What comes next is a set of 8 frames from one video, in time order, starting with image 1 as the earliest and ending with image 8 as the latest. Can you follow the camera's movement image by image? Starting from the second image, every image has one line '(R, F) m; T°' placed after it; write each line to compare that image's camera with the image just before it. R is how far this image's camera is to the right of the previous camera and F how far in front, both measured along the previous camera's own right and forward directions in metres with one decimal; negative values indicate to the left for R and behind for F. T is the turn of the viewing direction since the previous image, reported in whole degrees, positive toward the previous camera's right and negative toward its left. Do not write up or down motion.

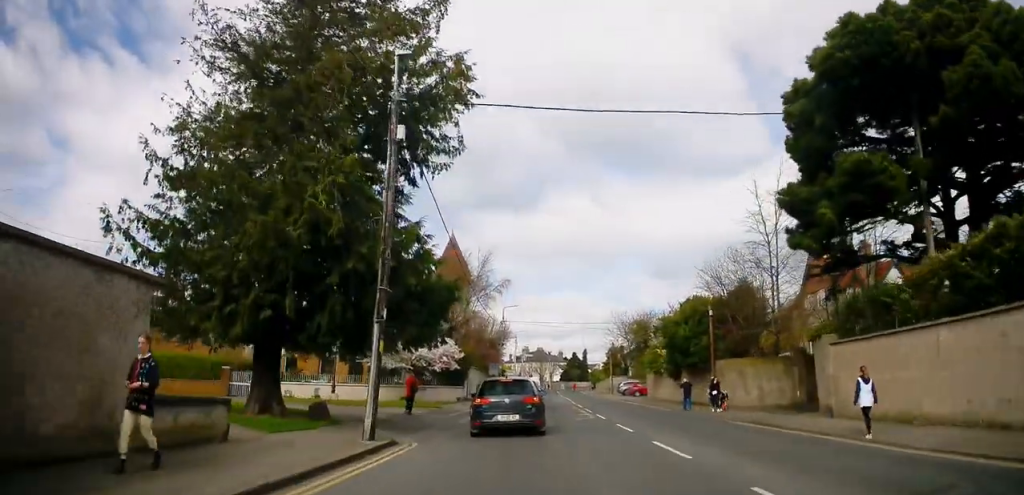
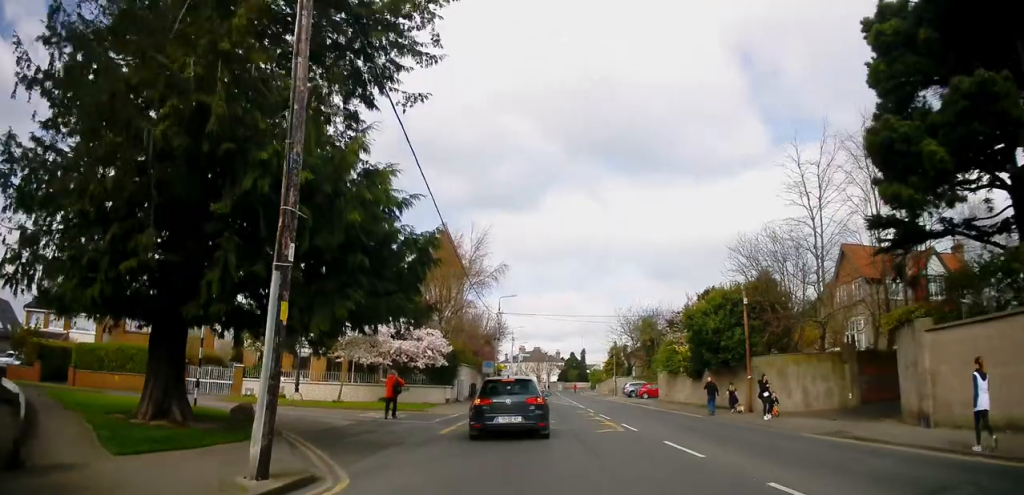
(-0.2, +6.2) m; -1°
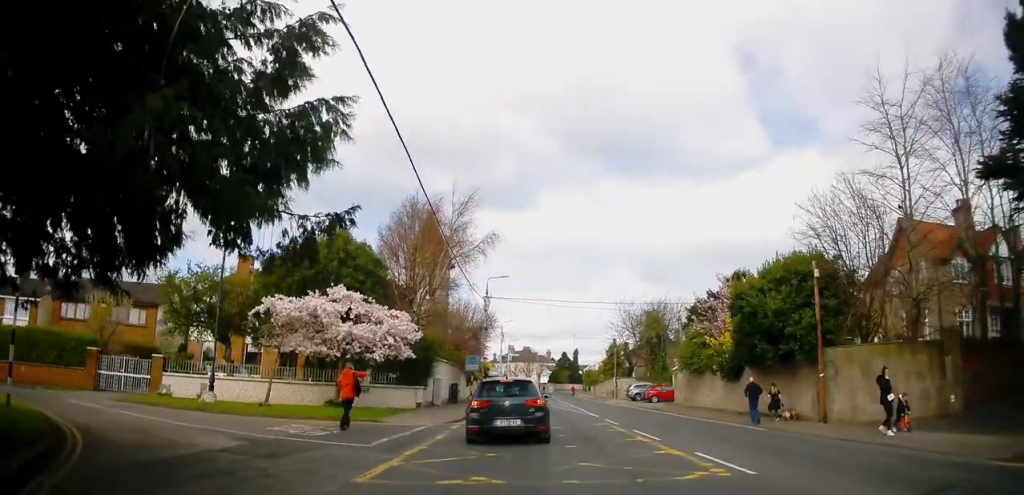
(0.0, +9.1) m; +2°
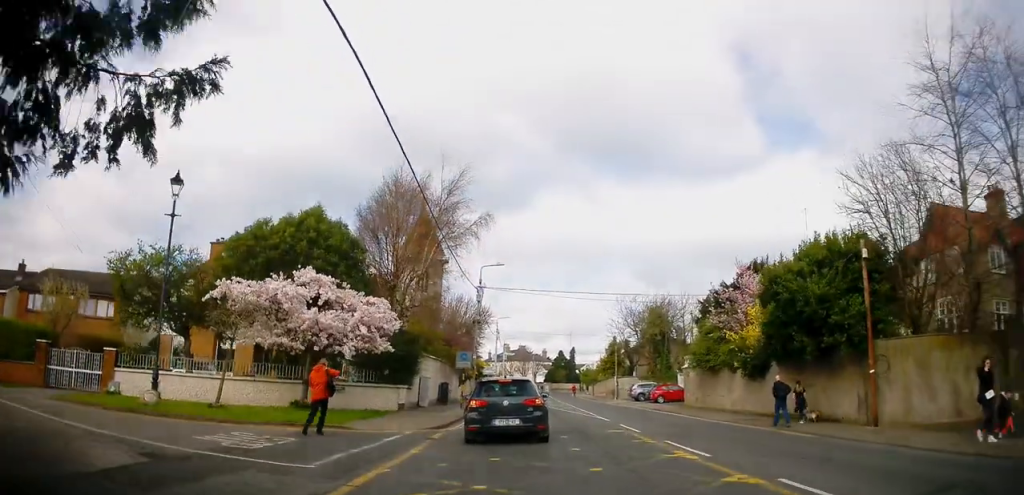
(+0.1, +4.2) m; +2°
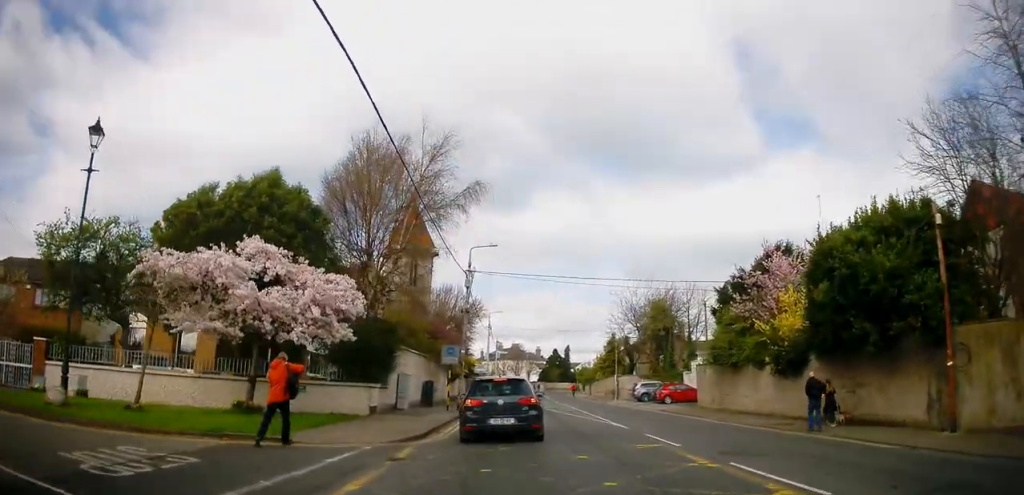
(+0.2, +5.3) m; +1°
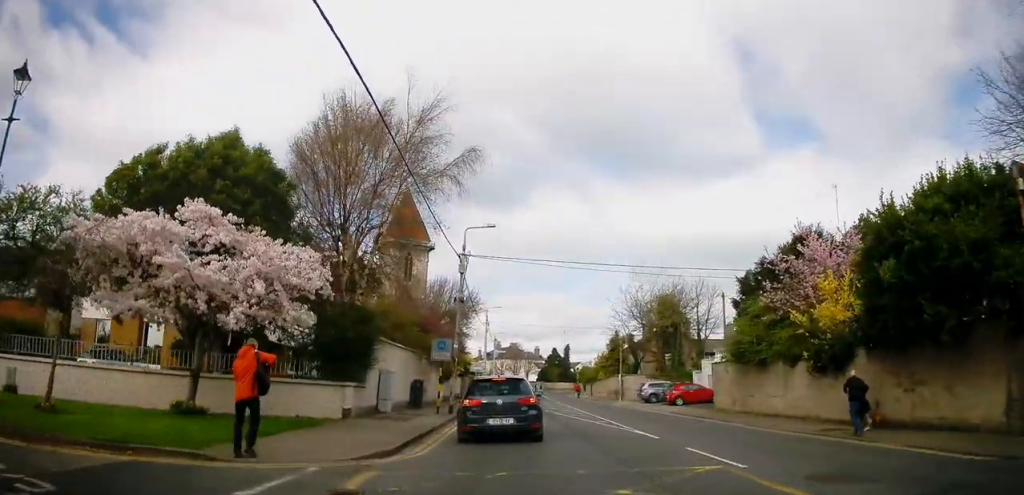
(-0.1, +3.5) m; -3°
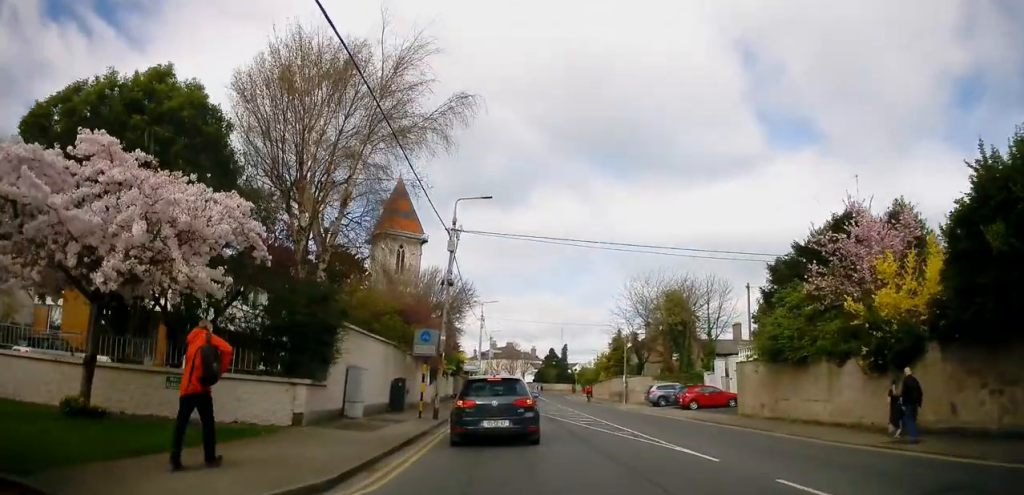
(-0.1, +1.2) m; -3°
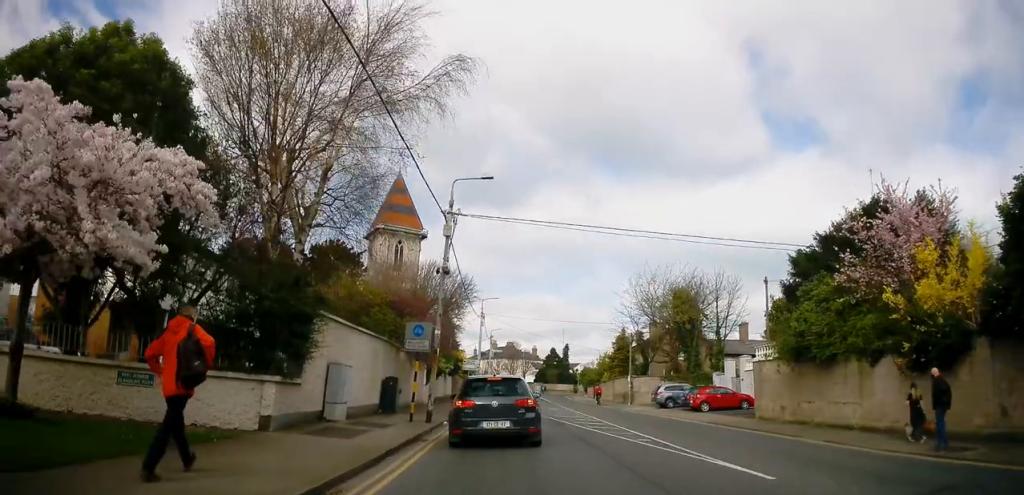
(0.0, +2.0) m; +3°
